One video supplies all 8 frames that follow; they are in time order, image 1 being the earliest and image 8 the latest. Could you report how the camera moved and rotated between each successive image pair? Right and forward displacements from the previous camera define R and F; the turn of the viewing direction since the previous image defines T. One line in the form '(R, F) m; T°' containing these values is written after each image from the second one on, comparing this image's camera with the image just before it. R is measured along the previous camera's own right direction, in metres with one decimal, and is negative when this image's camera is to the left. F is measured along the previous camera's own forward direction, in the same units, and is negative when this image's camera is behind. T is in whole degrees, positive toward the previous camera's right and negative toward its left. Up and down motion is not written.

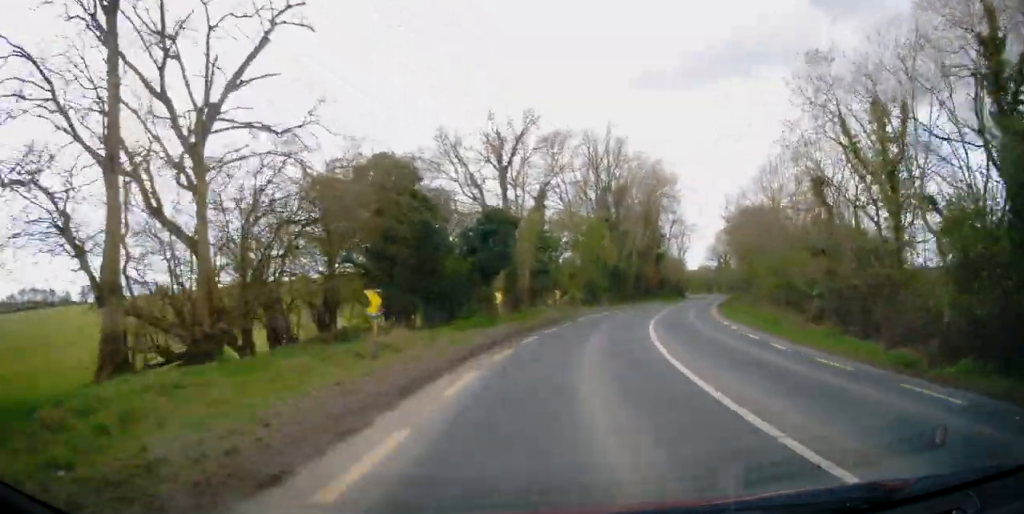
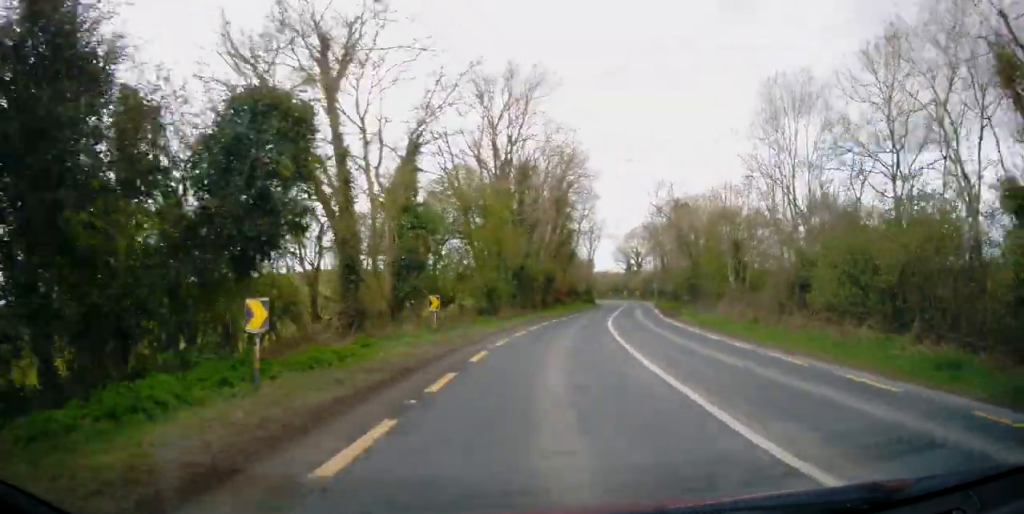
(+1.4, +16.0) m; +10°
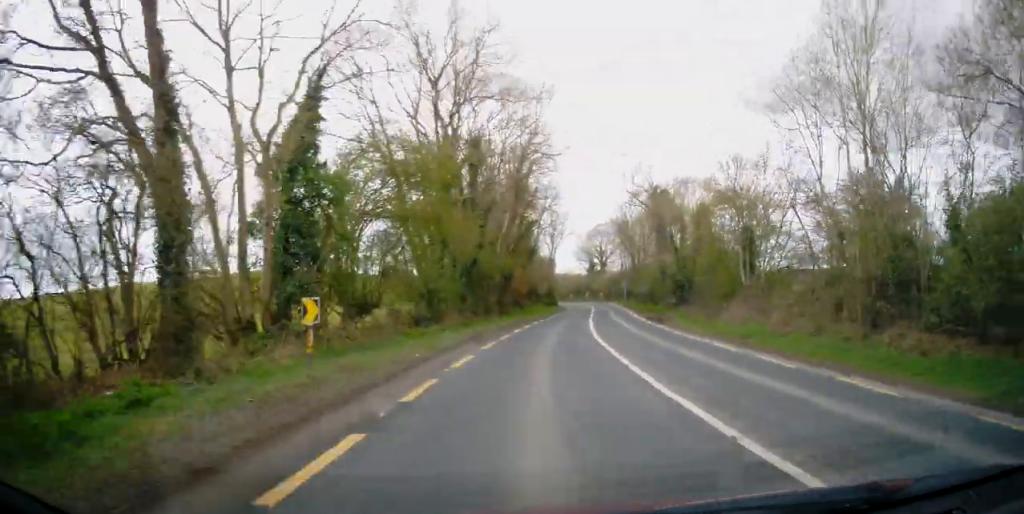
(+0.4, +8.9) m; +5°
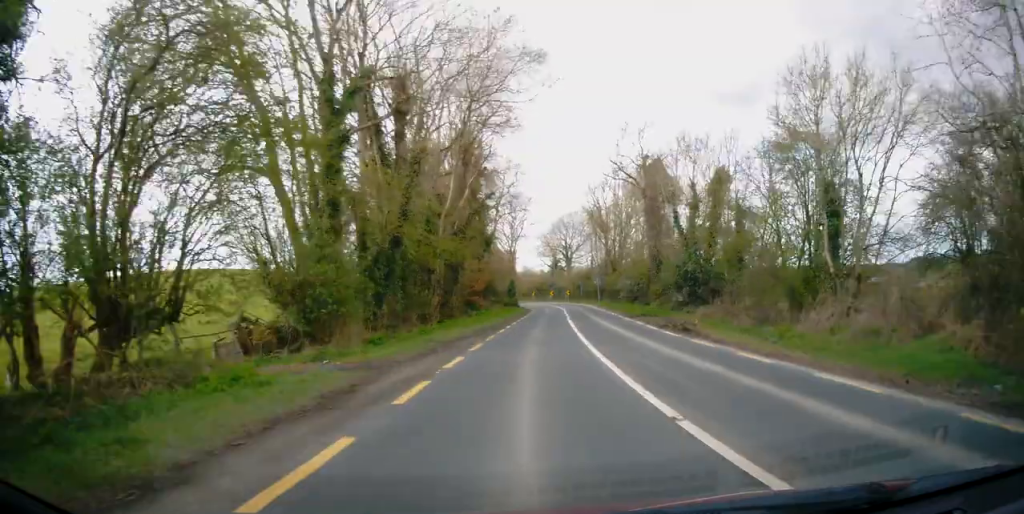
(+0.7, +12.4) m; +4°
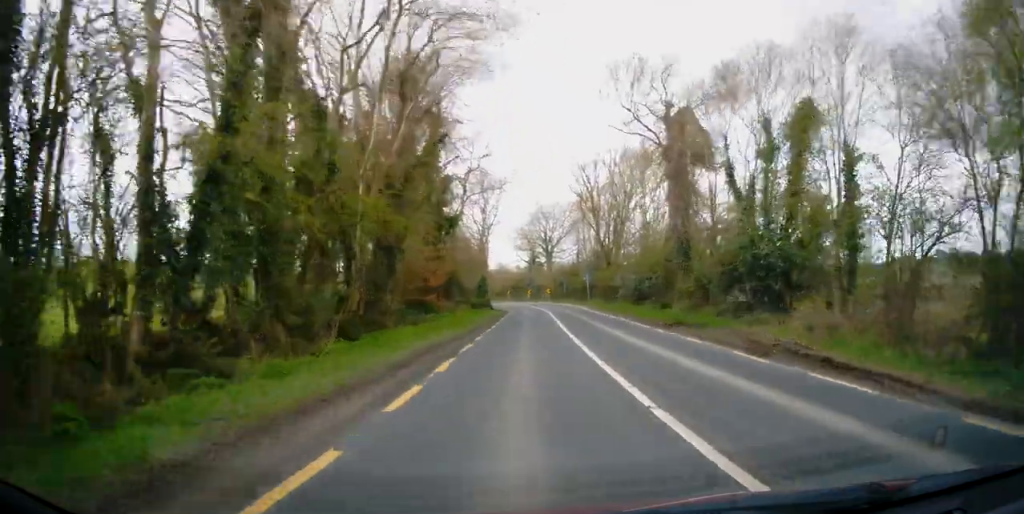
(+0.3, +12.3) m; +2°
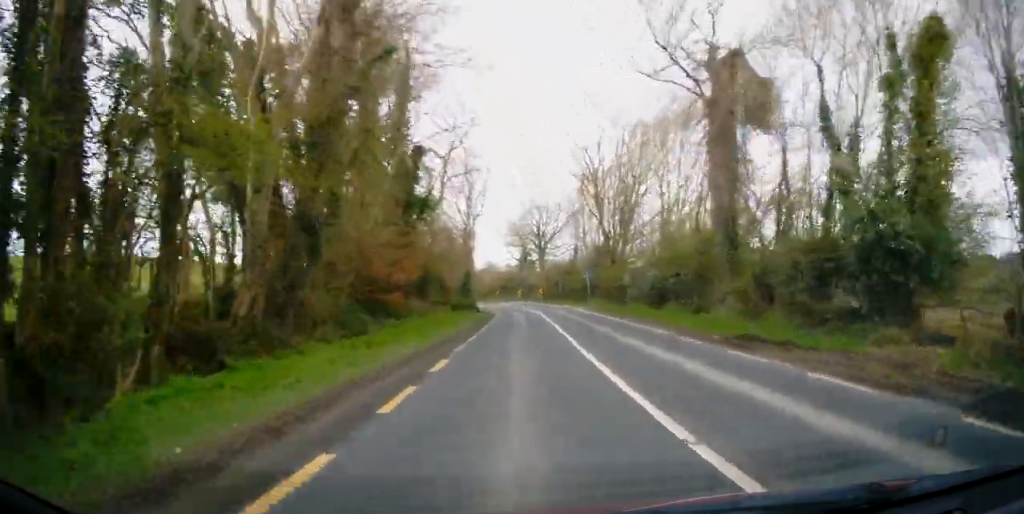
(0.0, +7.8) m; +2°
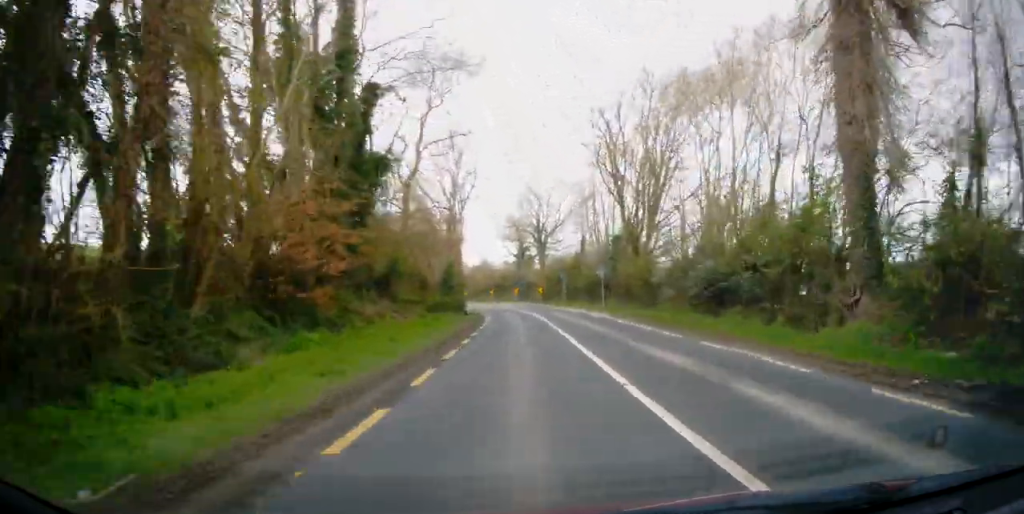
(+0.2, +9.3) m; +2°
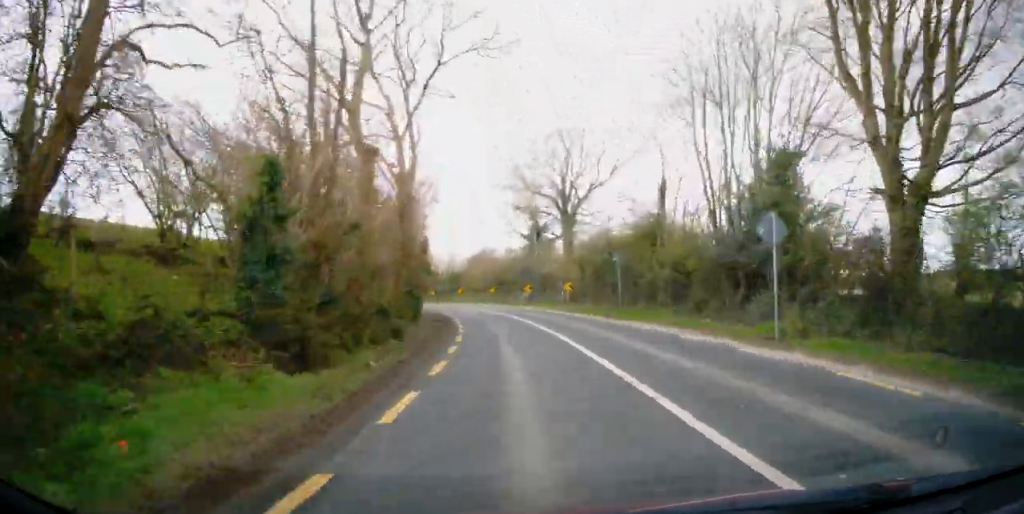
(+0.7, +25.2) m; 0°
